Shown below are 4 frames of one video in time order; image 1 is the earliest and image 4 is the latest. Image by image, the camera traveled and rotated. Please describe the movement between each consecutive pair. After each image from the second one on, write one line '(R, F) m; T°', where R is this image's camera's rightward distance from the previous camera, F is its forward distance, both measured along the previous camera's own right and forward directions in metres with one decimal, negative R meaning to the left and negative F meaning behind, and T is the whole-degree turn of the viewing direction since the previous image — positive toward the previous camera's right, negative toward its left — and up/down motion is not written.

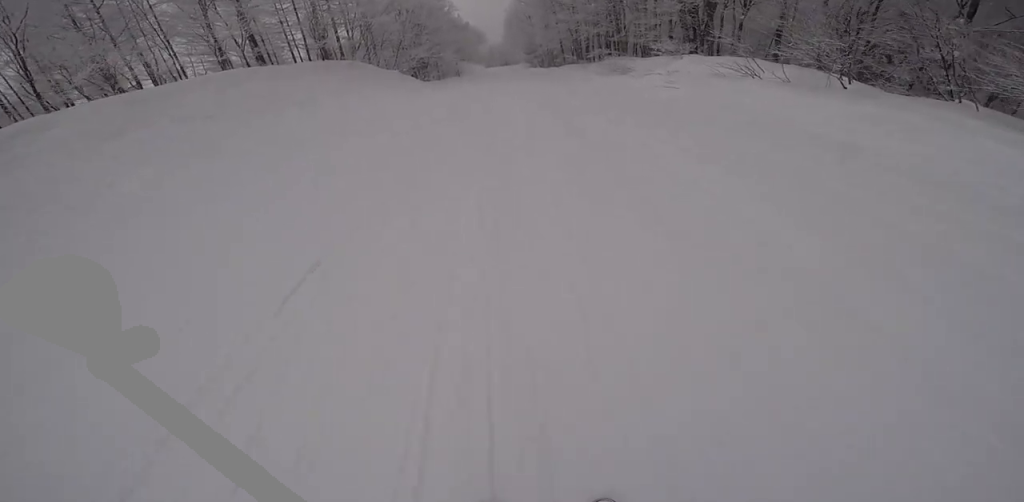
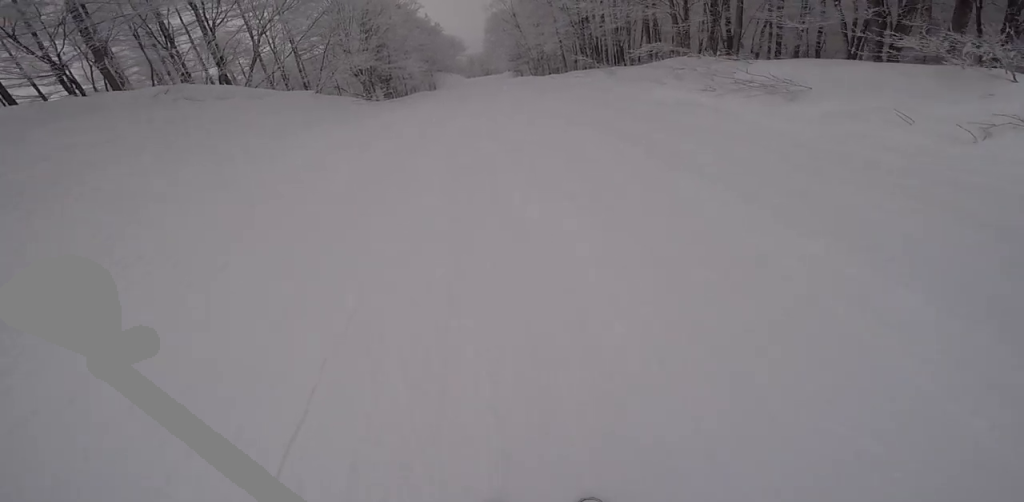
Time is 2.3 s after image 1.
(+1.1, +12.4) m; +3°
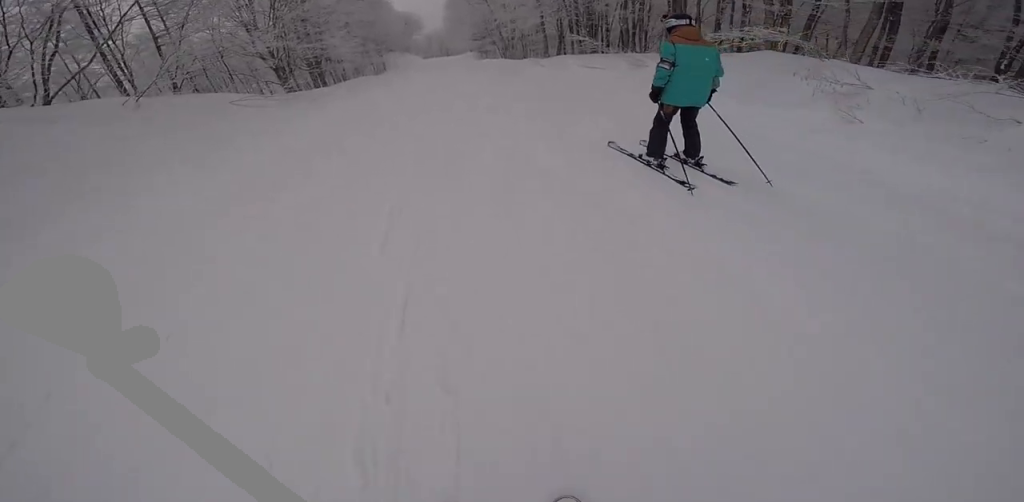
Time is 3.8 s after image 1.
(+0.2, +8.2) m; -4°
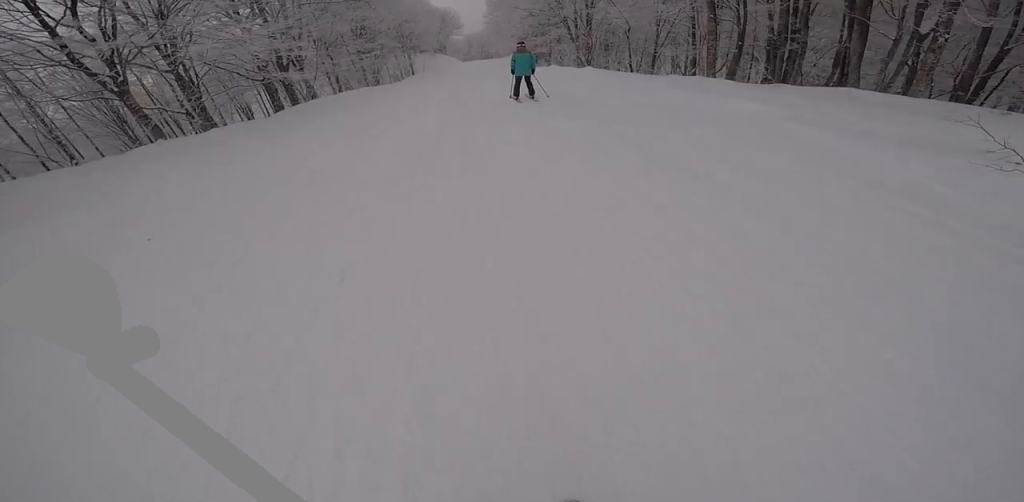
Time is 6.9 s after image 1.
(-0.3, +17.0) m; +6°
